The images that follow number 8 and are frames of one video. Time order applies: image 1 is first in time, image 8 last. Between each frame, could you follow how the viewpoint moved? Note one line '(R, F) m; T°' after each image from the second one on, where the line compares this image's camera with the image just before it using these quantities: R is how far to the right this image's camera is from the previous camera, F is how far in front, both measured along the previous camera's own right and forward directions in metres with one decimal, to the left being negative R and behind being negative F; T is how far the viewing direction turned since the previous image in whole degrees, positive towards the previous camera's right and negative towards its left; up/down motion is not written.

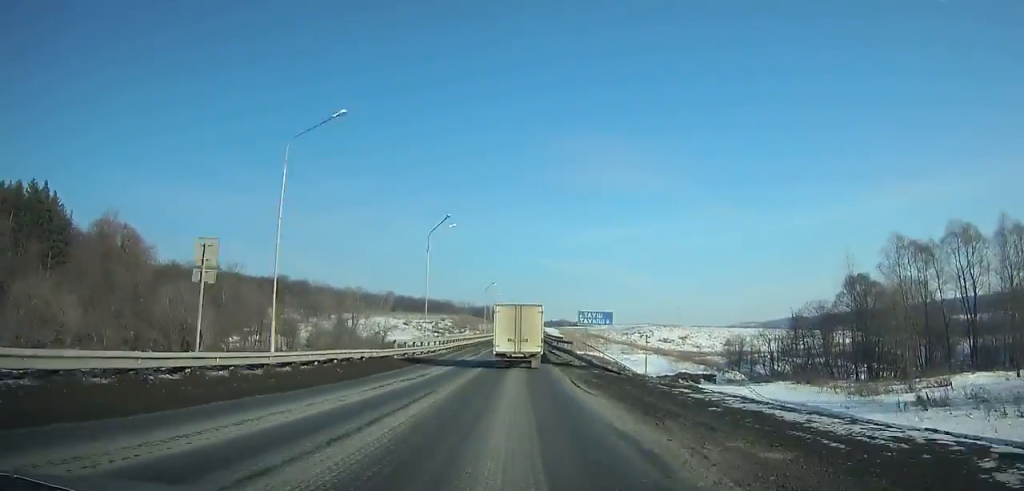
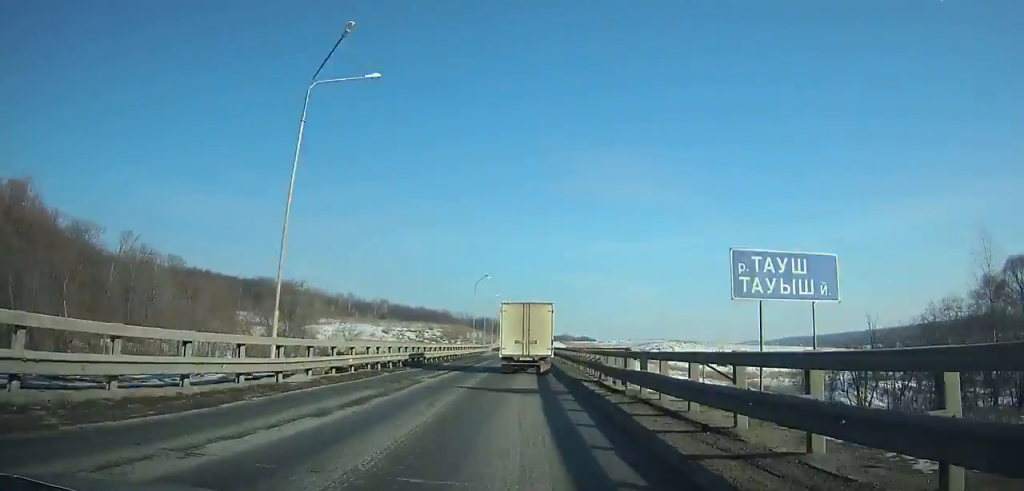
(+0.1, +29.3) m; 0°
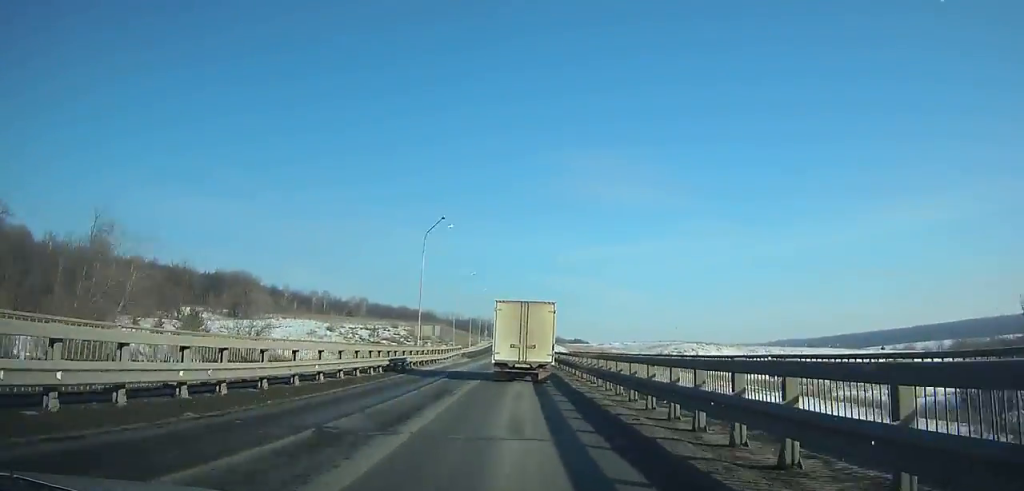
(+0.2, +36.5) m; 0°
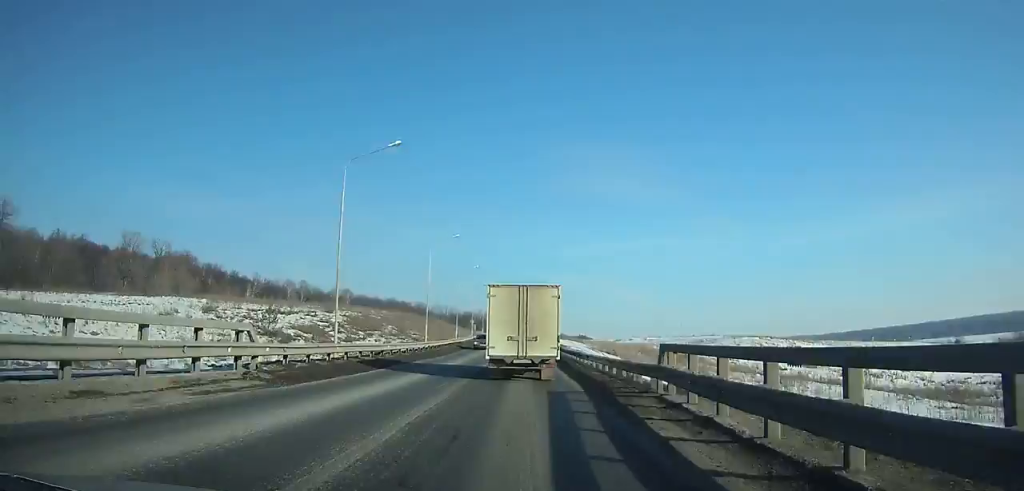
(+0.1, +46.0) m; 0°
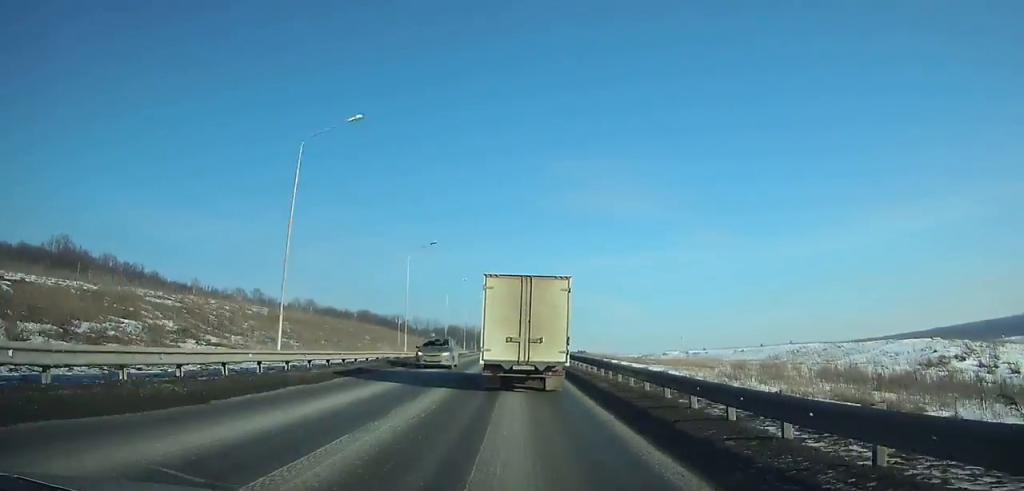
(0.0, +58.0) m; 0°
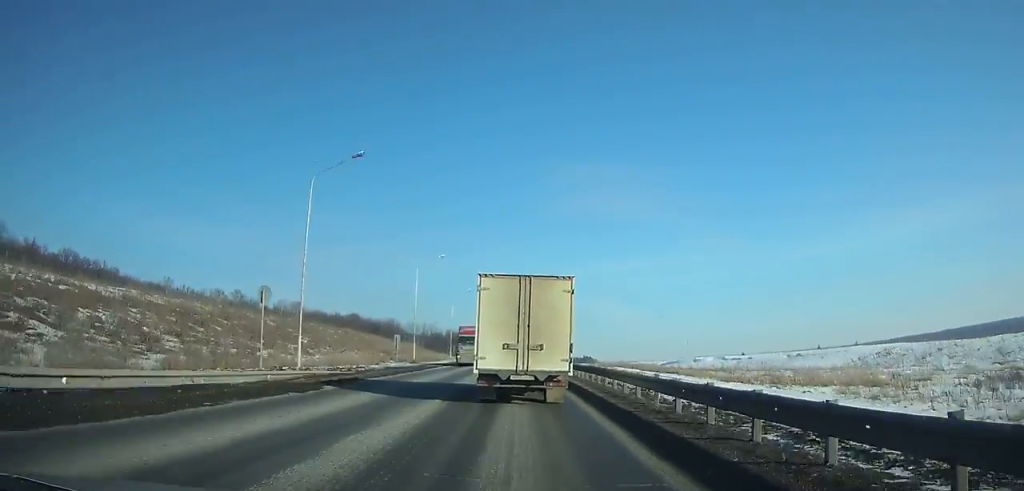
(0.0, +25.2) m; 0°
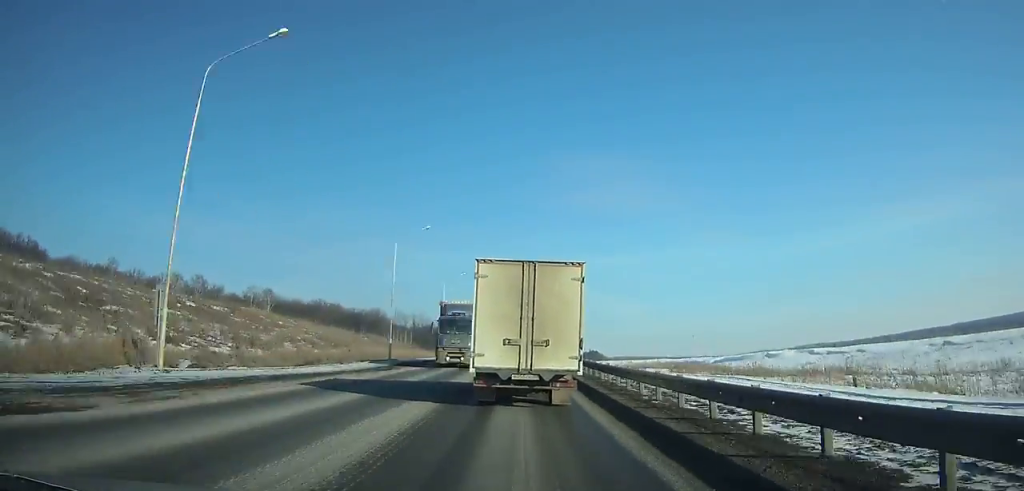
(0.0, +39.3) m; 0°
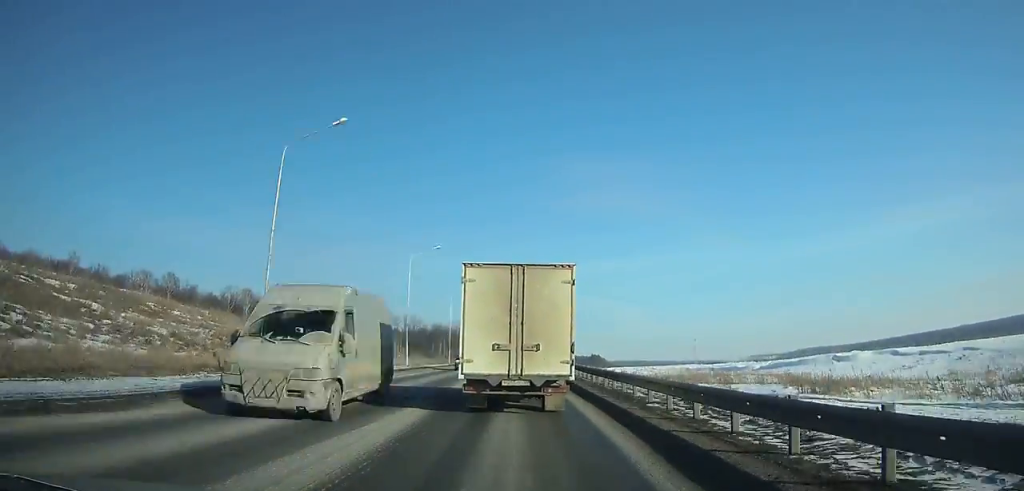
(0.0, +21.7) m; 0°
